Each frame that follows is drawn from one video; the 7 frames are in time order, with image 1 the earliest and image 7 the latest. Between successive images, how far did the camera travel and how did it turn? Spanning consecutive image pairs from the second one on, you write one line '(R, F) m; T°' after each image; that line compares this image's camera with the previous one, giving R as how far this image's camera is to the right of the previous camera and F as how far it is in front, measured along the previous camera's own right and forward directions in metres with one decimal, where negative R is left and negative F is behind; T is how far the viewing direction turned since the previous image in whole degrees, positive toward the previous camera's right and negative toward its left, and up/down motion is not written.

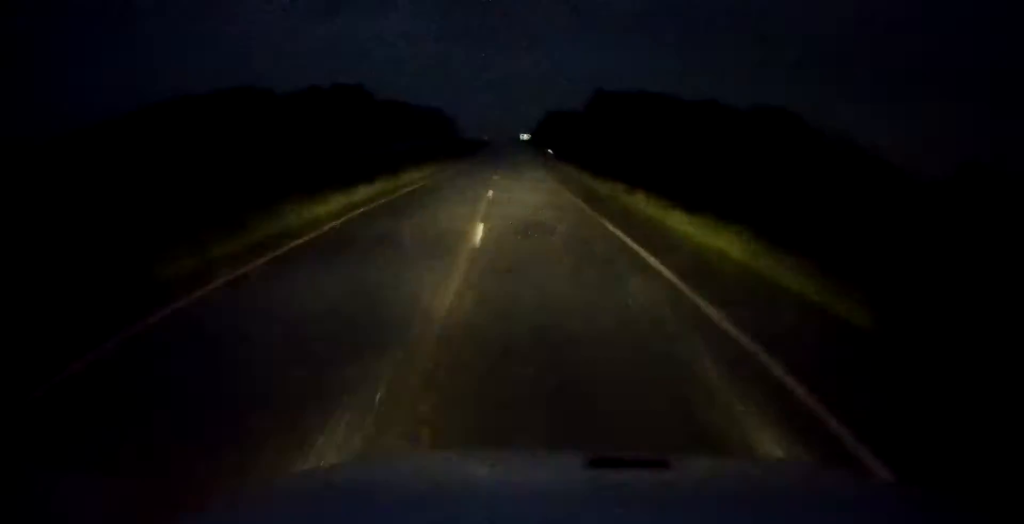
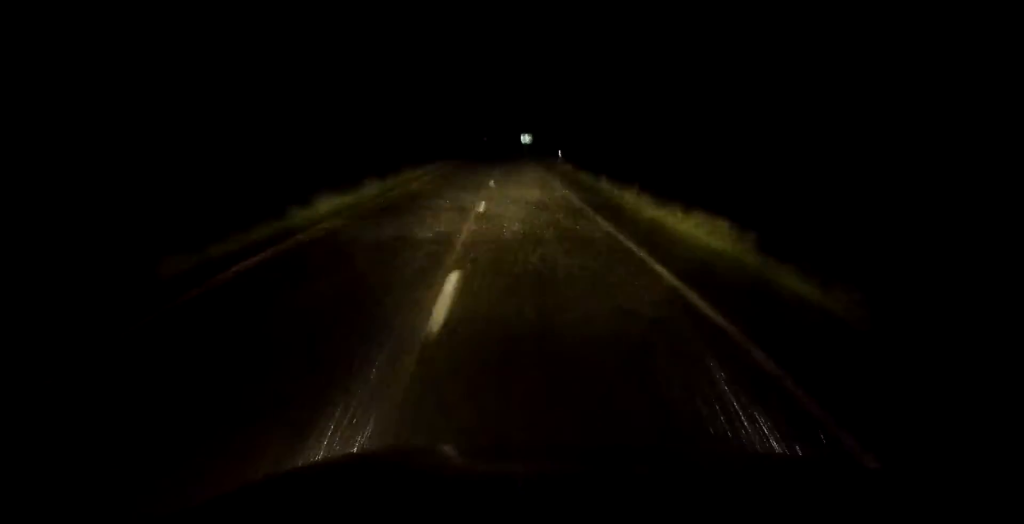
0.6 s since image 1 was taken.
(+0.1, +18.5) m; 0°
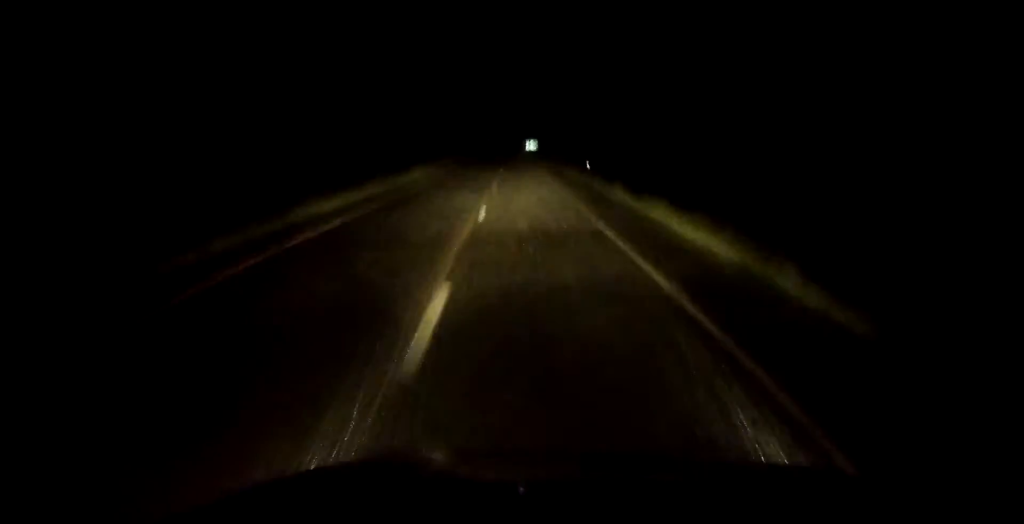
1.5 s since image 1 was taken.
(-0.1, +25.3) m; -1°
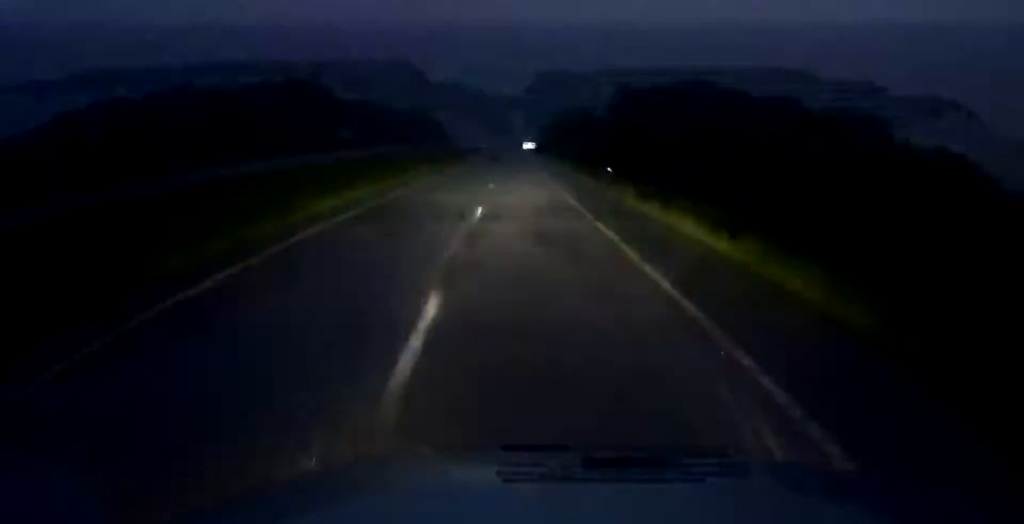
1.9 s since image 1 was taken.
(0.0, +12.6) m; 0°
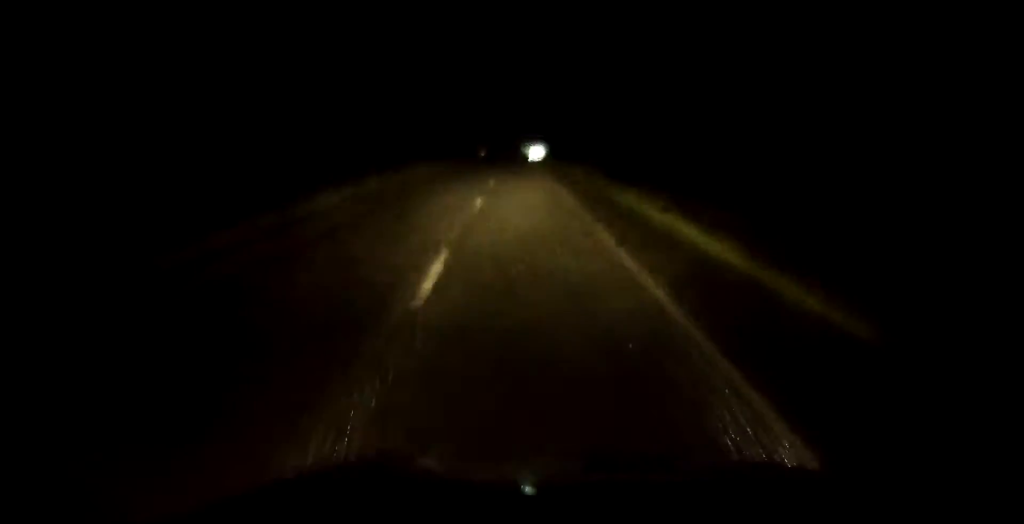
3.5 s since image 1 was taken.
(-0.1, +45.4) m; +1°
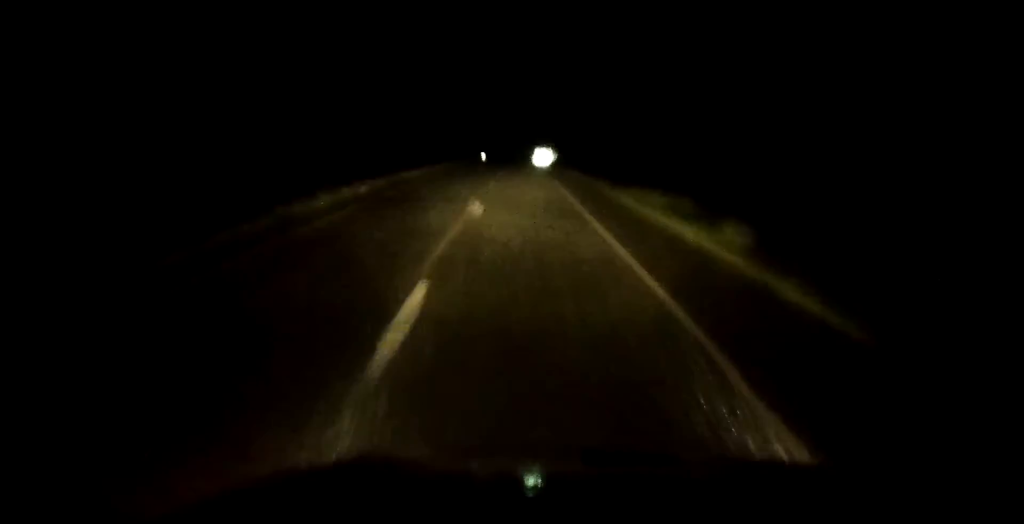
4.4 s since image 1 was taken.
(+0.2, +27.1) m; 0°
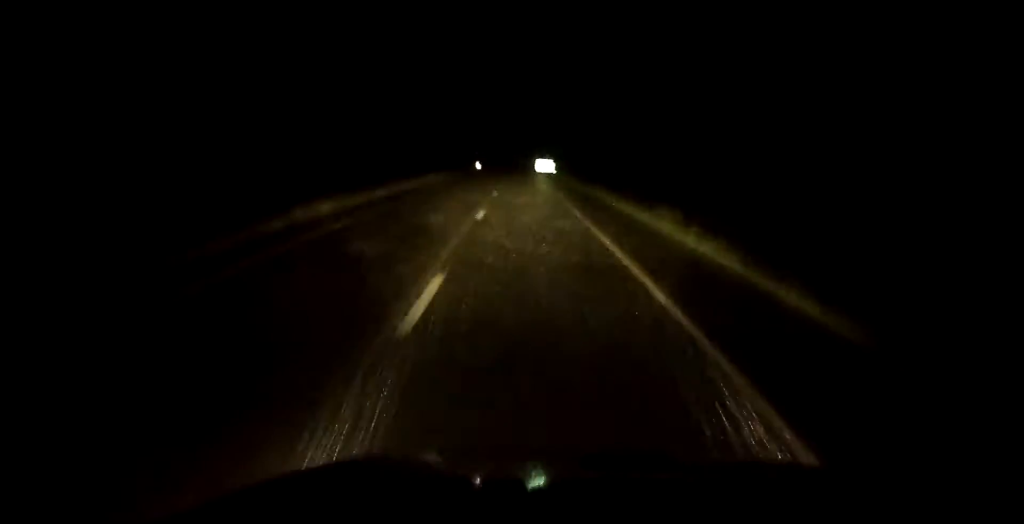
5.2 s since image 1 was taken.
(-0.1, +23.1) m; 0°
